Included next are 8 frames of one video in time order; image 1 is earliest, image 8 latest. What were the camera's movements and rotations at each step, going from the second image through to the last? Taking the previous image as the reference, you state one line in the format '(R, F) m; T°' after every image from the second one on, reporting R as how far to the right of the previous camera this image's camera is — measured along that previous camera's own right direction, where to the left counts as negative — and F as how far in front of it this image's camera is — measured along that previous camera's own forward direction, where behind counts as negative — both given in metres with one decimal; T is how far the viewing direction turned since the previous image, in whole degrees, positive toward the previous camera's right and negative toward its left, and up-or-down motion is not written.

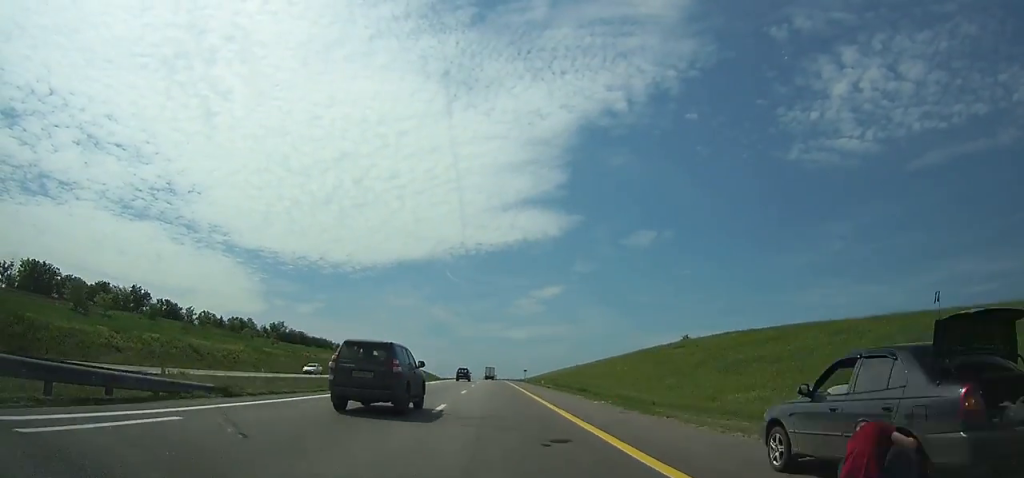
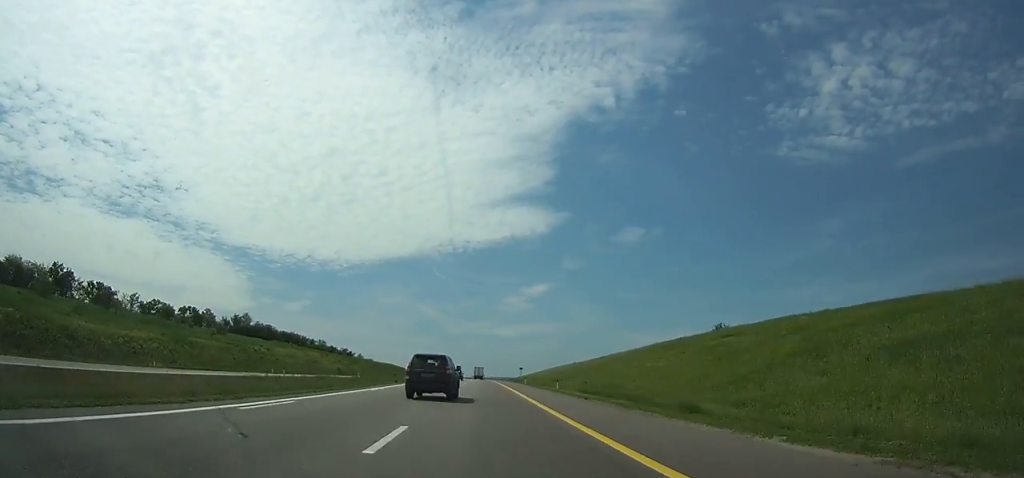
(0.0, +23.6) m; 0°
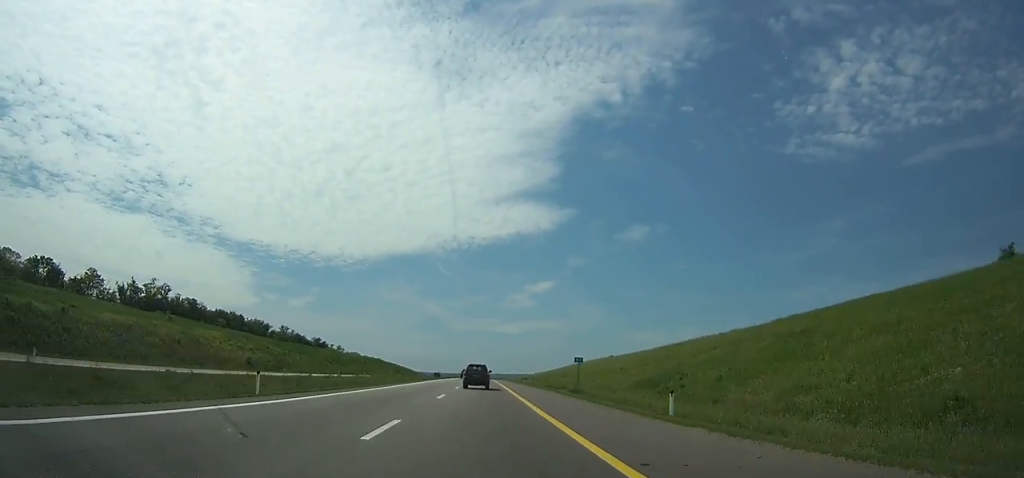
(0.0, +62.8) m; 0°
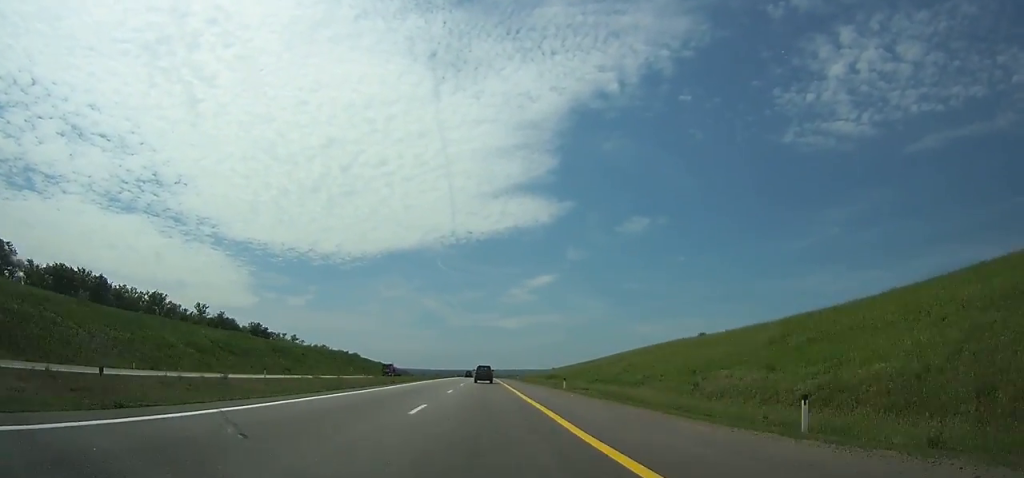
(0.0, +72.2) m; 0°
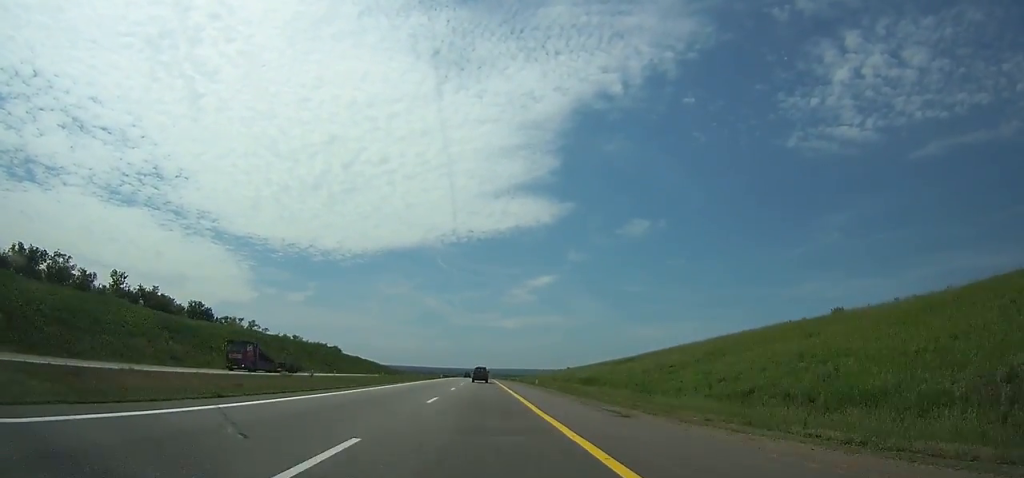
(-0.1, +42.1) m; 0°
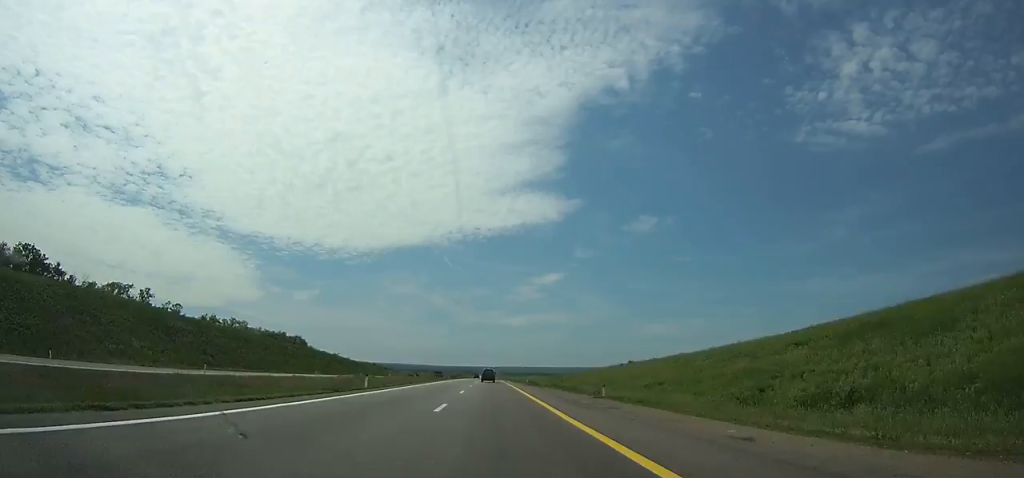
(0.0, +68.0) m; 0°
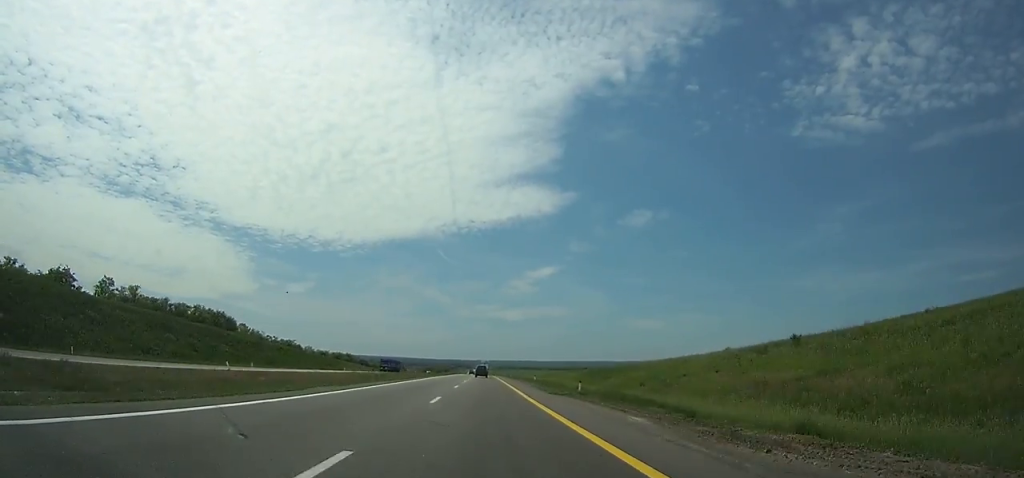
(+0.1, +60.4) m; 0°
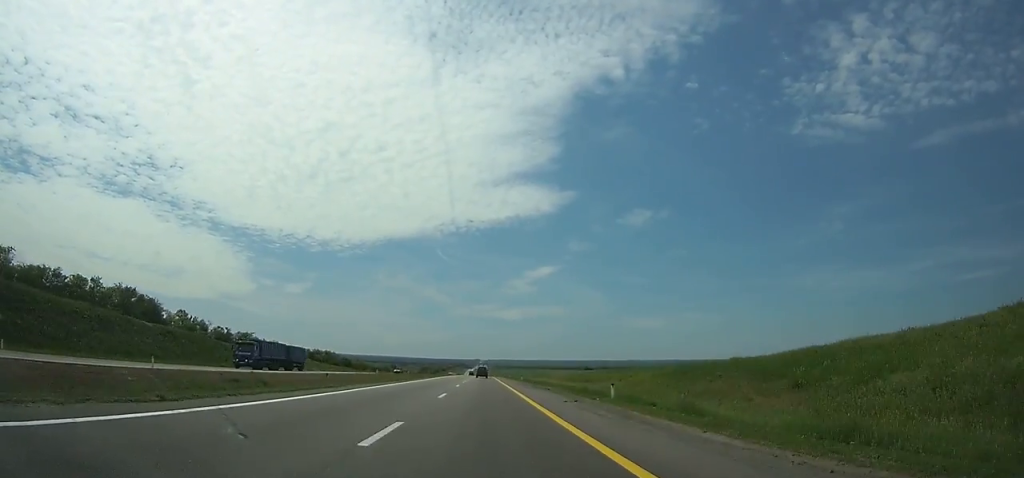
(+0.1, +42.3) m; 0°
